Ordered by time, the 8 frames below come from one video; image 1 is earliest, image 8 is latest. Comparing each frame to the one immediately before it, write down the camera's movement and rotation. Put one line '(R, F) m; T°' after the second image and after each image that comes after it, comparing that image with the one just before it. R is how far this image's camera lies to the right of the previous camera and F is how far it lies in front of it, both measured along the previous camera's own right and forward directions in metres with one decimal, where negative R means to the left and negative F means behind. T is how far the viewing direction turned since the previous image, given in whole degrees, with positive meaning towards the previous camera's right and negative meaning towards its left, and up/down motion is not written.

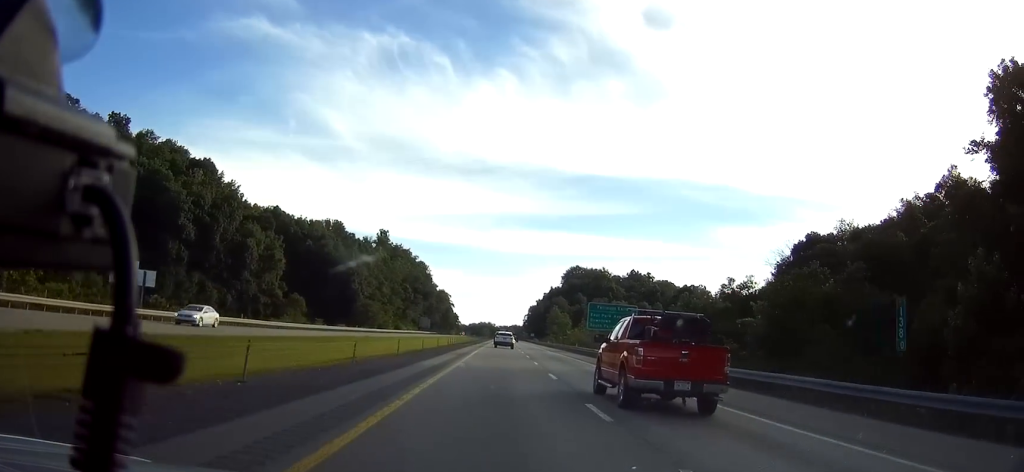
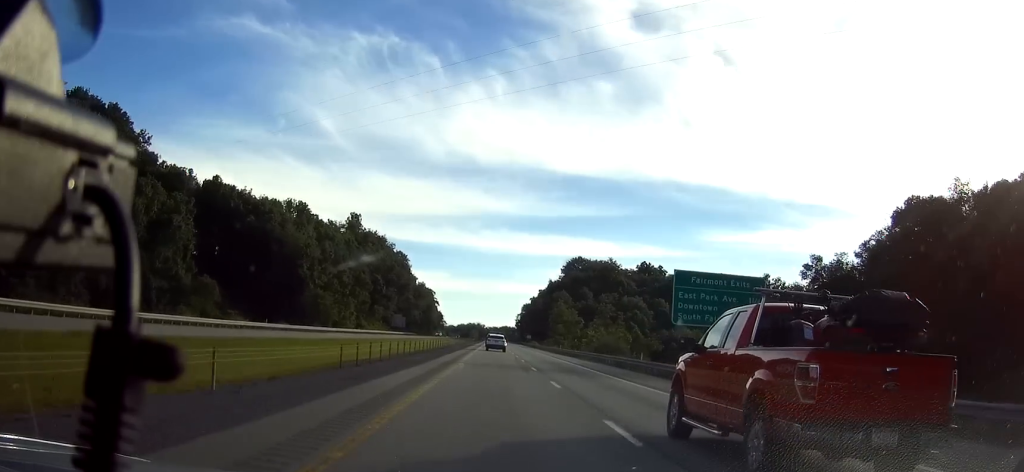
(+2.1, +50.3) m; +3°
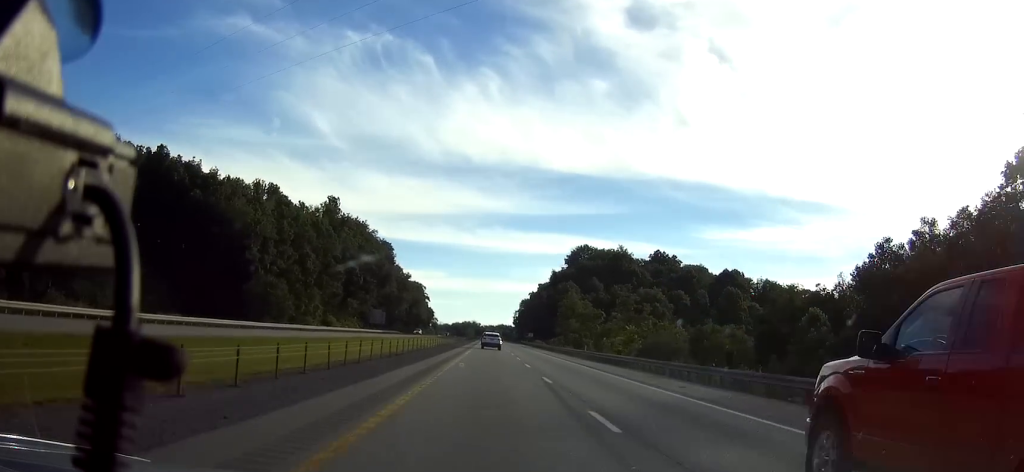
(+0.1, +35.3) m; 0°
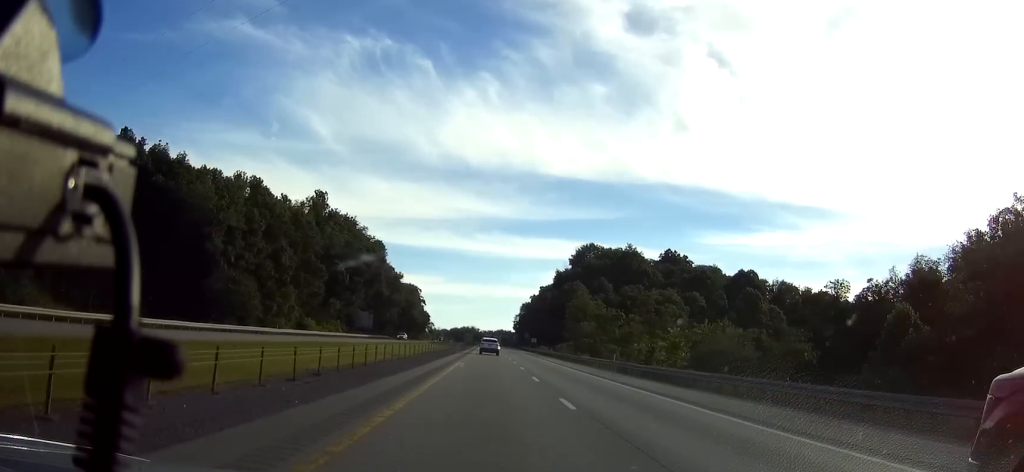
(0.0, +19.5) m; 0°
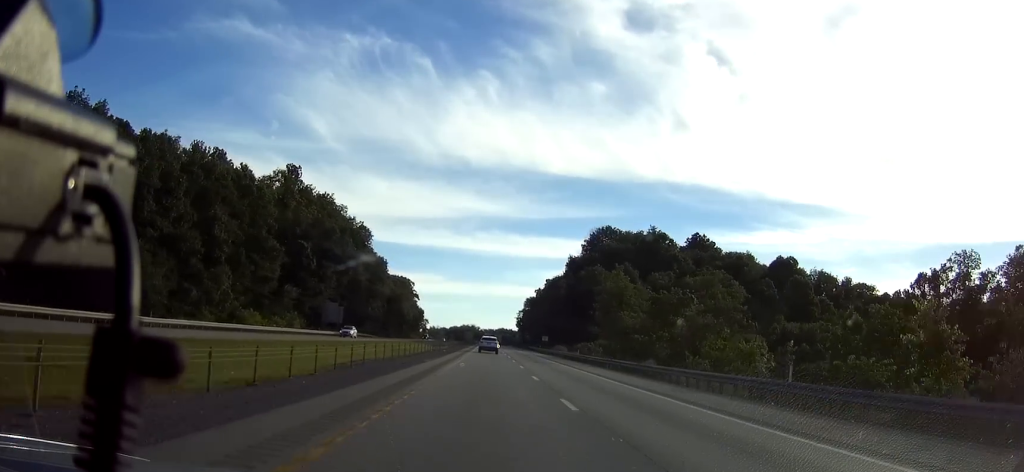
(0.0, +36.8) m; 0°
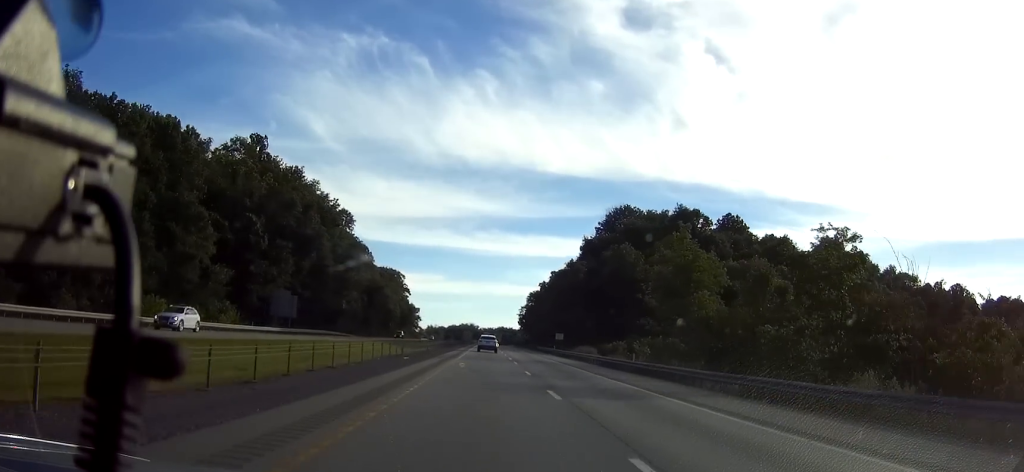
(0.0, +33.4) m; 0°
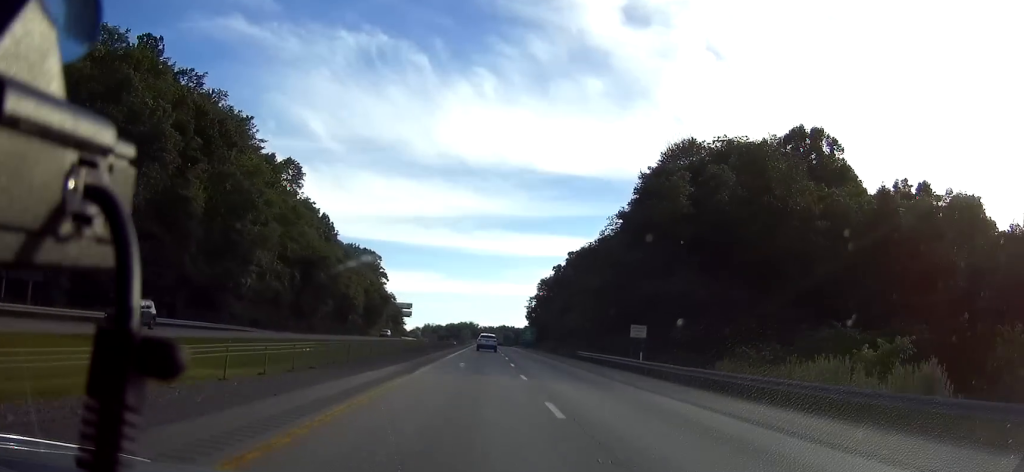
(+0.2, +64.7) m; 0°
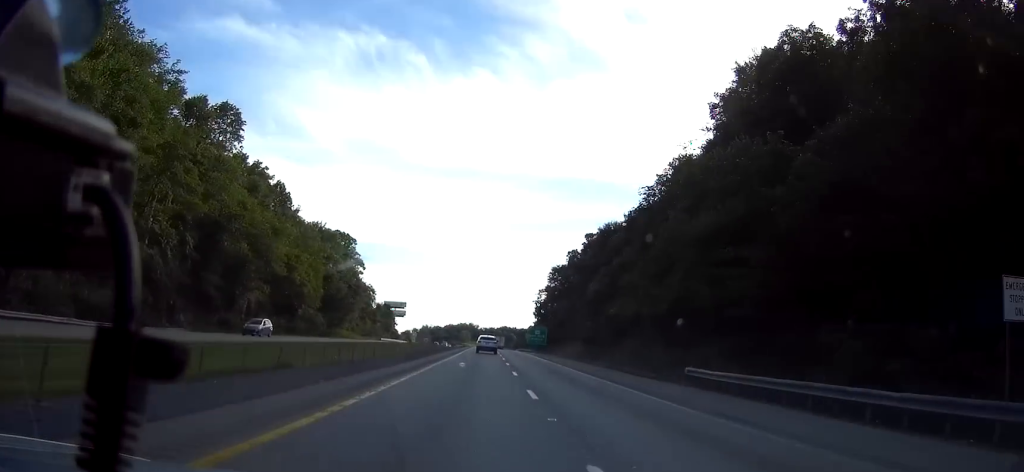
(-0.1, +43.5) m; 0°
